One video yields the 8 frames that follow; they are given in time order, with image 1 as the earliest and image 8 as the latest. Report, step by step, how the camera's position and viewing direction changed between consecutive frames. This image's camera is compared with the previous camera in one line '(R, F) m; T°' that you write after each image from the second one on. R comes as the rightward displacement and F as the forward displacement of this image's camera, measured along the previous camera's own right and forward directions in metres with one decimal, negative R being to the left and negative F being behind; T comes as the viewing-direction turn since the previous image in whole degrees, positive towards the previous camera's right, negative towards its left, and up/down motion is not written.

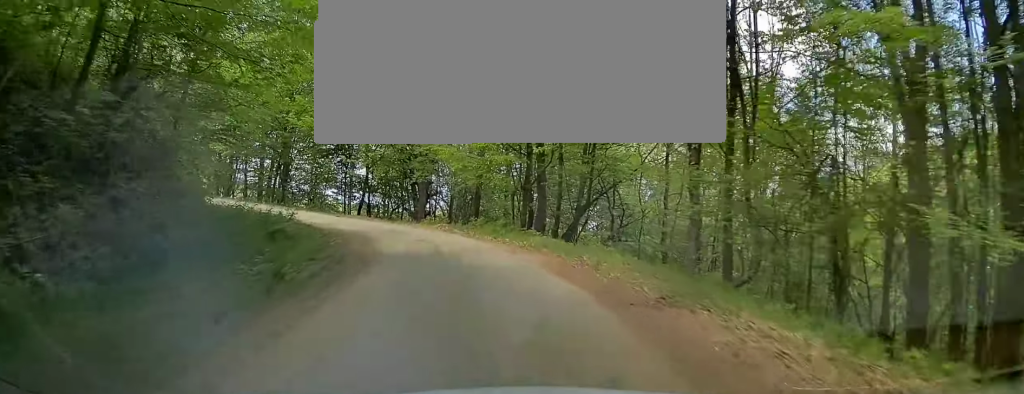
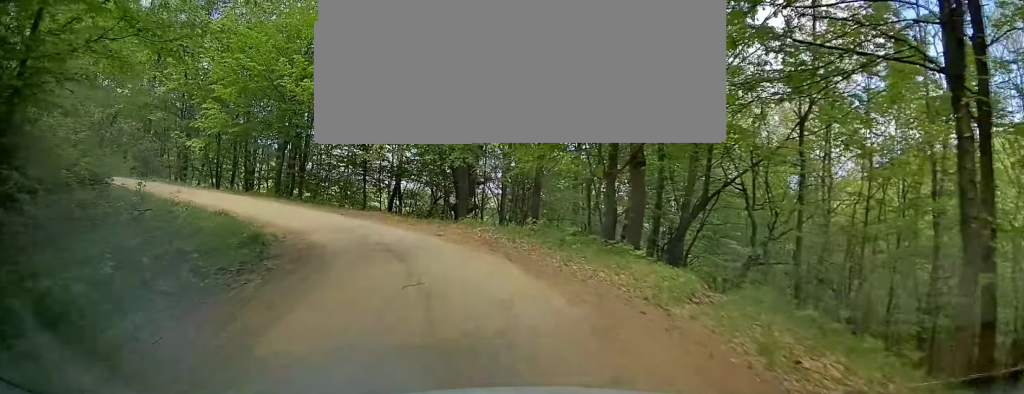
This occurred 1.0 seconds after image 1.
(0.0, +8.0) m; -4°
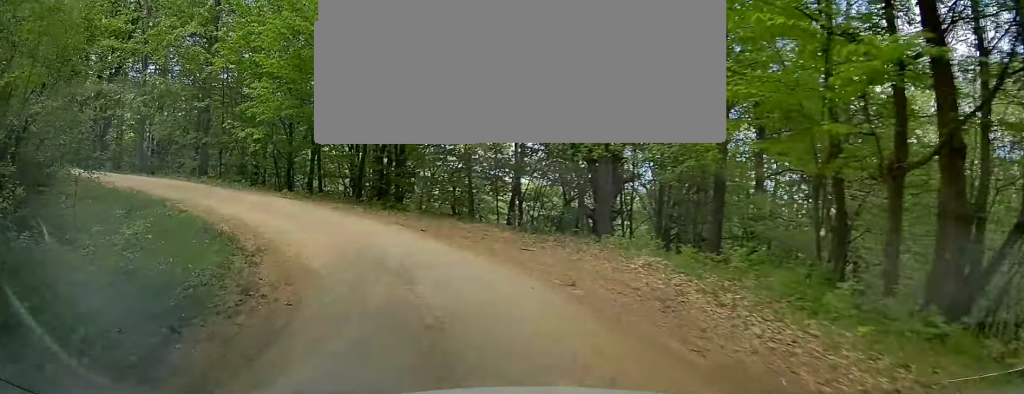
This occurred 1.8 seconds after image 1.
(-0.5, +6.8) m; -9°
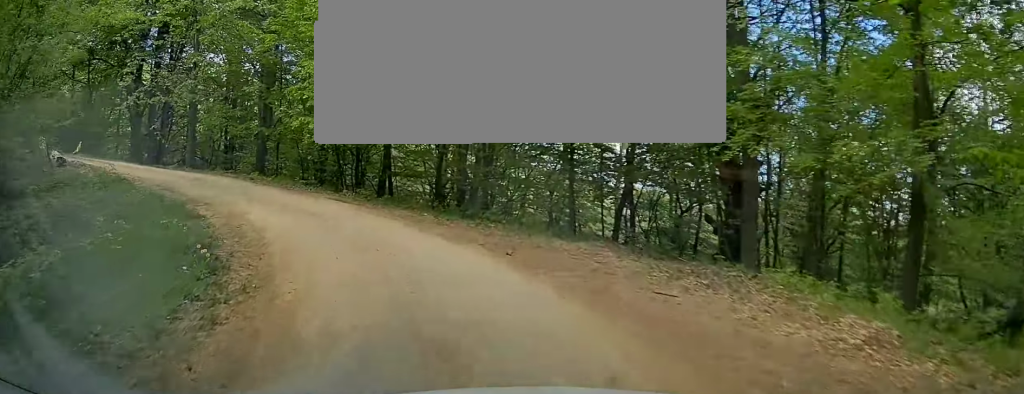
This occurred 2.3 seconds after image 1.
(+0.1, +3.8) m; -8°
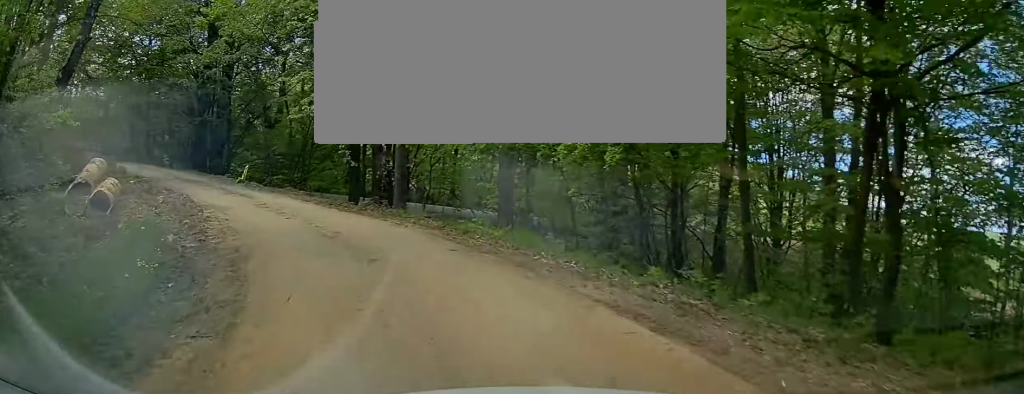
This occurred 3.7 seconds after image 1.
(-2.5, +9.5) m; -24°
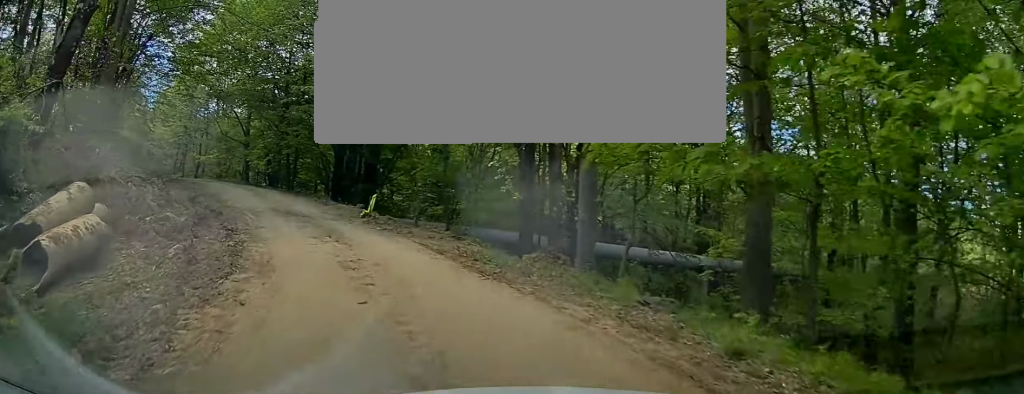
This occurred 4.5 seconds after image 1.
(-0.1, +6.1) m; -14°
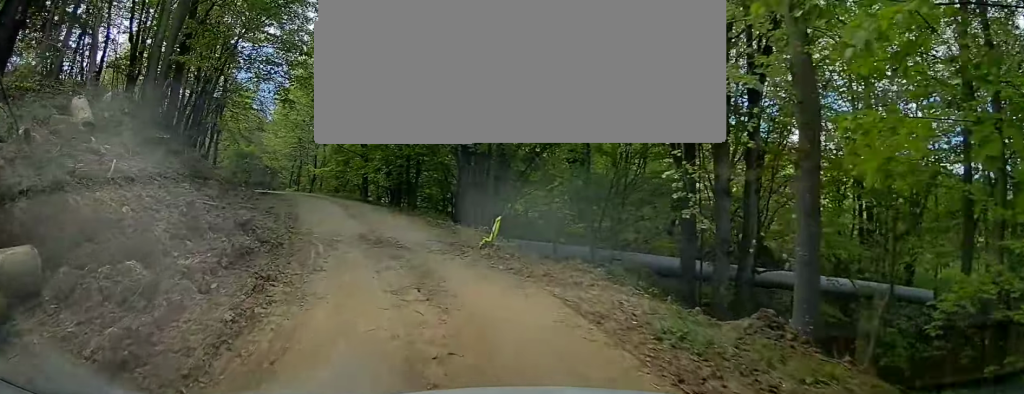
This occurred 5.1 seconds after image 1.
(-1.0, +4.1) m; -11°
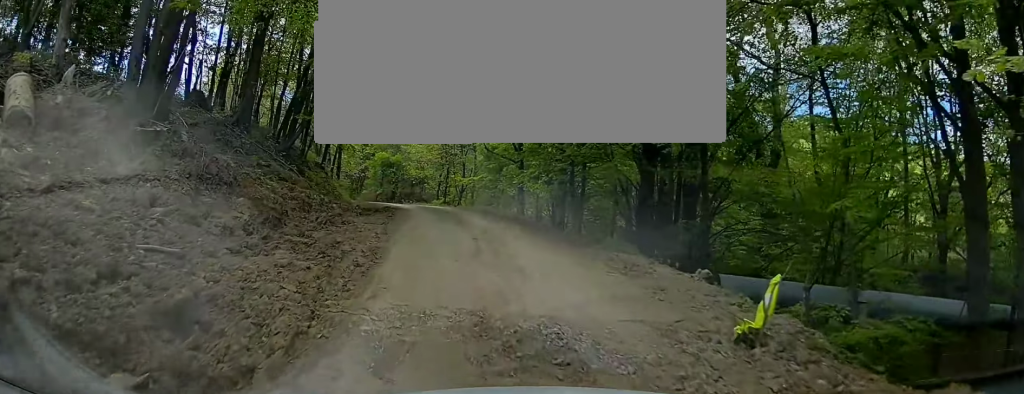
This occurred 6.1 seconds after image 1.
(-1.0, +6.5) m; -14°
